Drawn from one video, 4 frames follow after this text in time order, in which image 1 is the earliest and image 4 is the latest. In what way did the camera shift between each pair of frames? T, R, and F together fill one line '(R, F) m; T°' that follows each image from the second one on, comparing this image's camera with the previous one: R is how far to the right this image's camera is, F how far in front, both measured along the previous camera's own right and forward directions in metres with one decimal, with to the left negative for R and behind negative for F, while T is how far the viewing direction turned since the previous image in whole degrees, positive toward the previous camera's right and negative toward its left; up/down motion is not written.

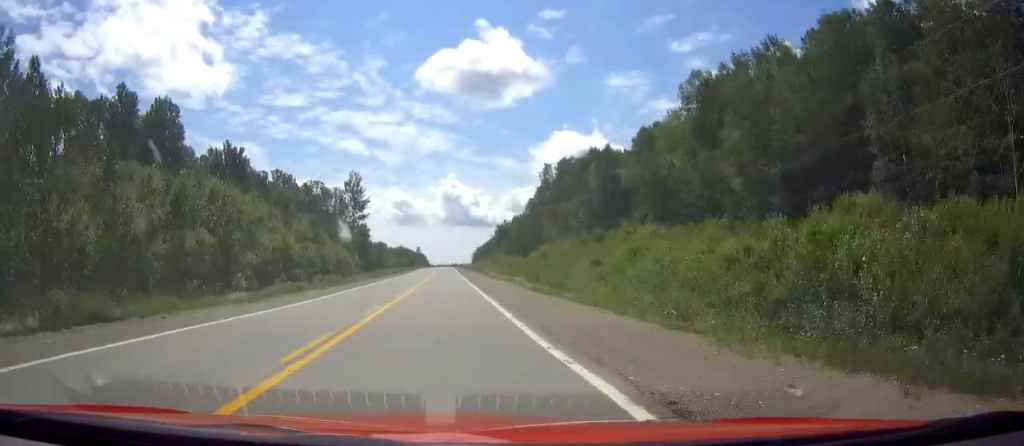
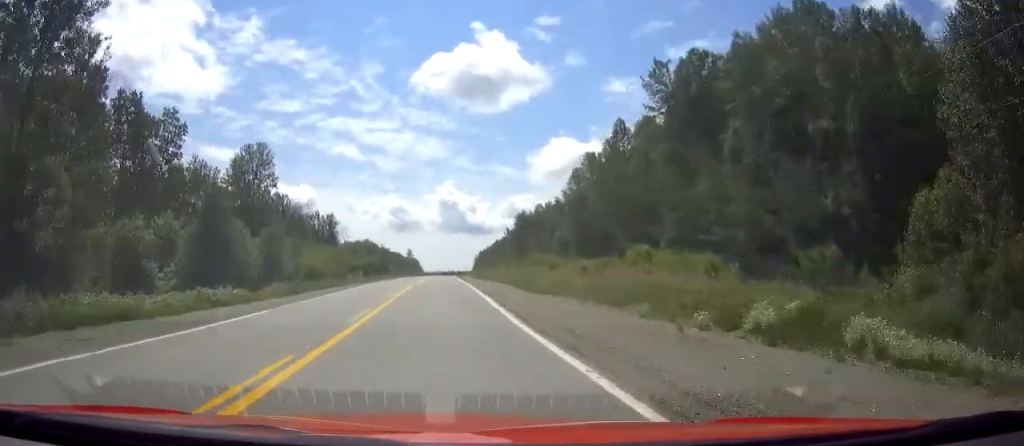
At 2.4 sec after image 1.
(+0.1, +83.5) m; 0°
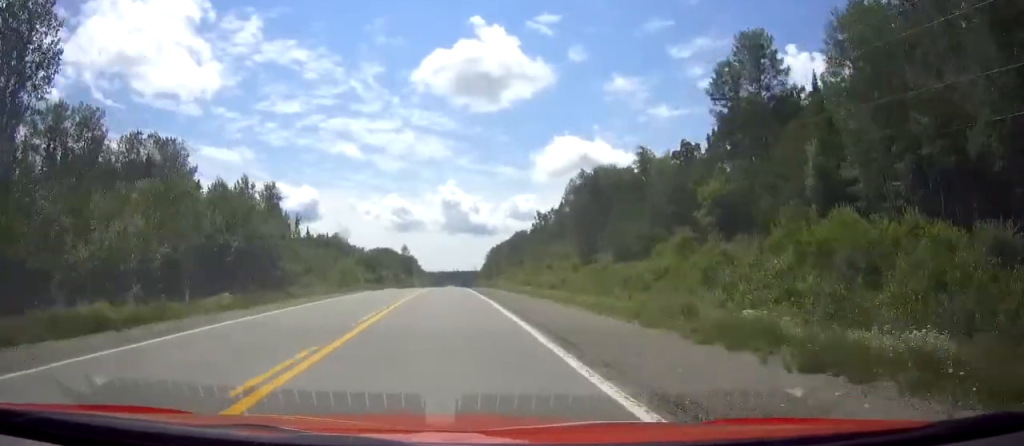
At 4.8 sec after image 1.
(0.0, +79.7) m; 0°
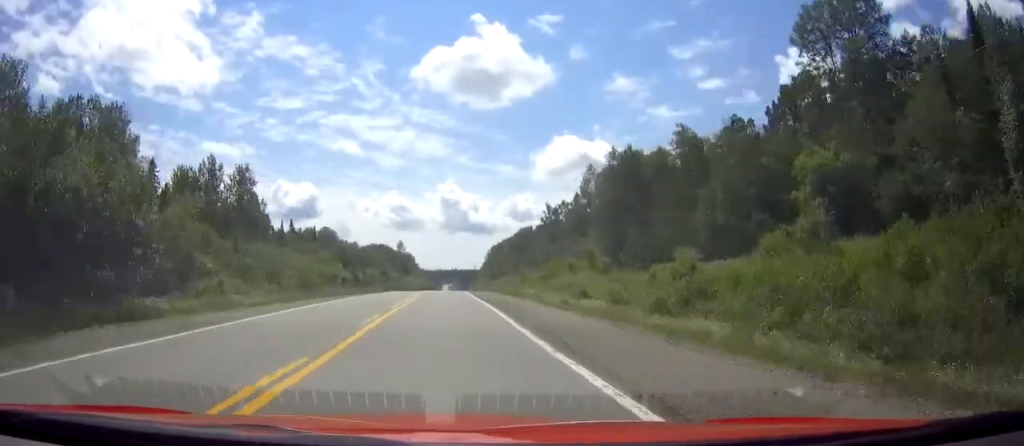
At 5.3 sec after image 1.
(0.0, +19.3) m; 0°
